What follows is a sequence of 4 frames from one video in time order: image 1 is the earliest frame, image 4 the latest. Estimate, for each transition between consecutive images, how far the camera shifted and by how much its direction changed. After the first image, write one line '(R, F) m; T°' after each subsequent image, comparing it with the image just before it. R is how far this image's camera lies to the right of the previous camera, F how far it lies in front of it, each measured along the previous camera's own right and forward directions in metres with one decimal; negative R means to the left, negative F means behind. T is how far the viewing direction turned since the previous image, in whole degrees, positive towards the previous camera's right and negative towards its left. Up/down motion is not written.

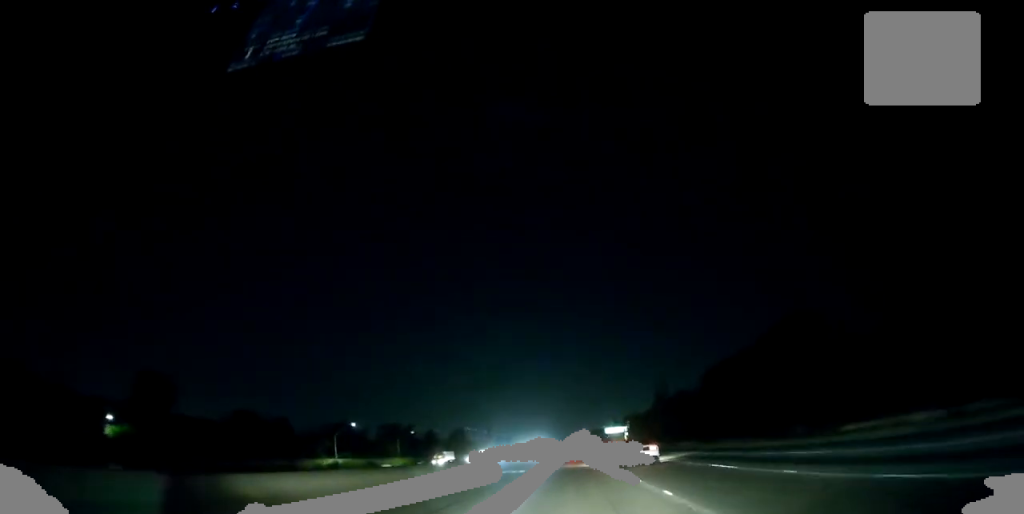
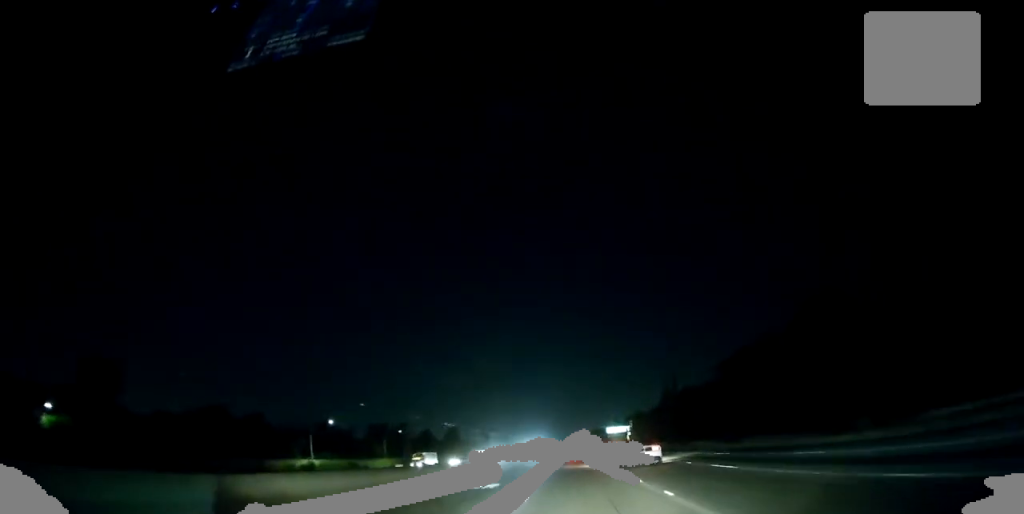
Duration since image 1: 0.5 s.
(+0.1, +15.0) m; 0°
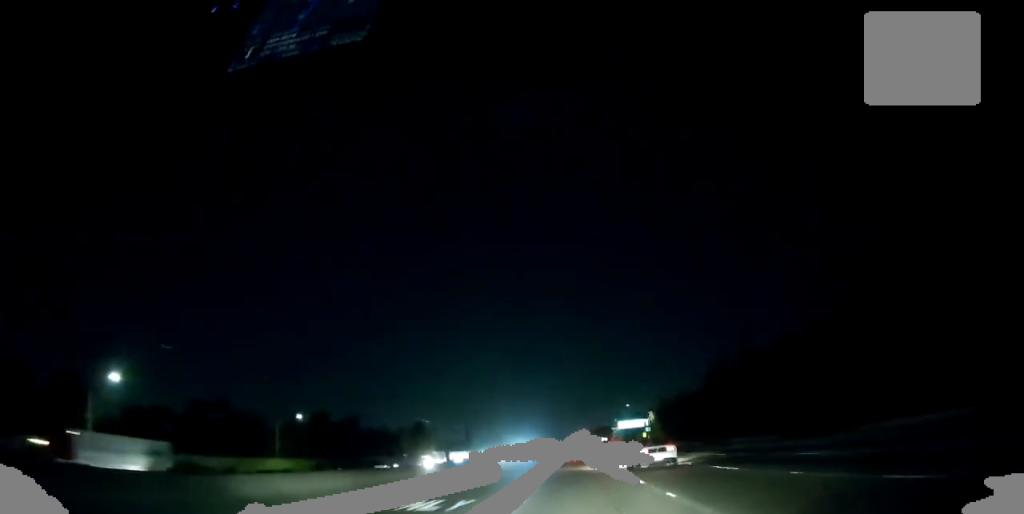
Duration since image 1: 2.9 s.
(+0.1, +72.0) m; 0°
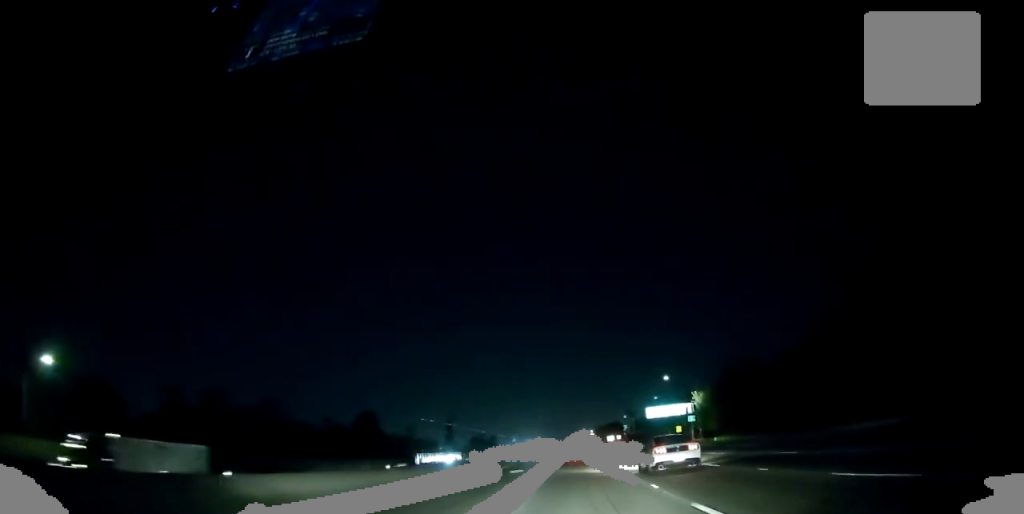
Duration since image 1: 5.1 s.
(-0.3, +69.1) m; 0°
